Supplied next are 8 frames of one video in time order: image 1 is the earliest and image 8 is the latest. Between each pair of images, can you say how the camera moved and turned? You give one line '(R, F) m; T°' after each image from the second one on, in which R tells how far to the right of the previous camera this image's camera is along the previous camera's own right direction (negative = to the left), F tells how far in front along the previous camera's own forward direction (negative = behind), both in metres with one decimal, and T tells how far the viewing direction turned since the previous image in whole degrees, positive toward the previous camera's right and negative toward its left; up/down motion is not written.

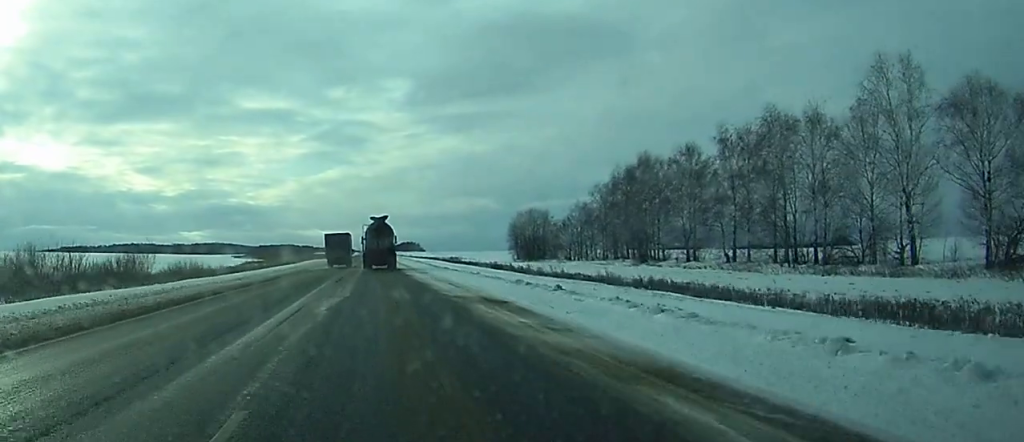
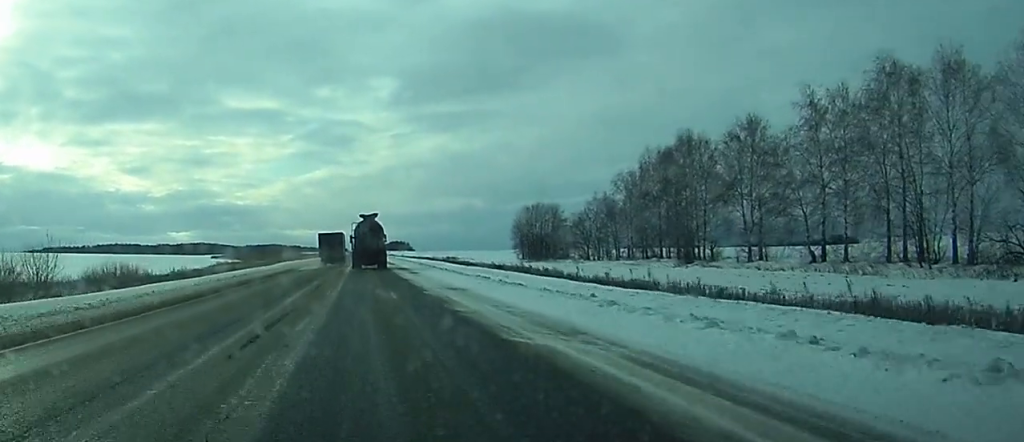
(0.0, +25.4) m; 0°
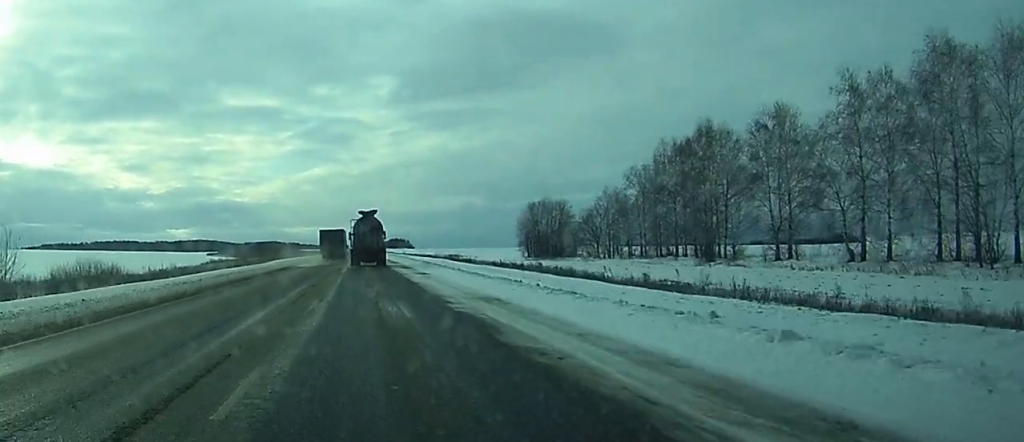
(0.0, +7.6) m; 0°
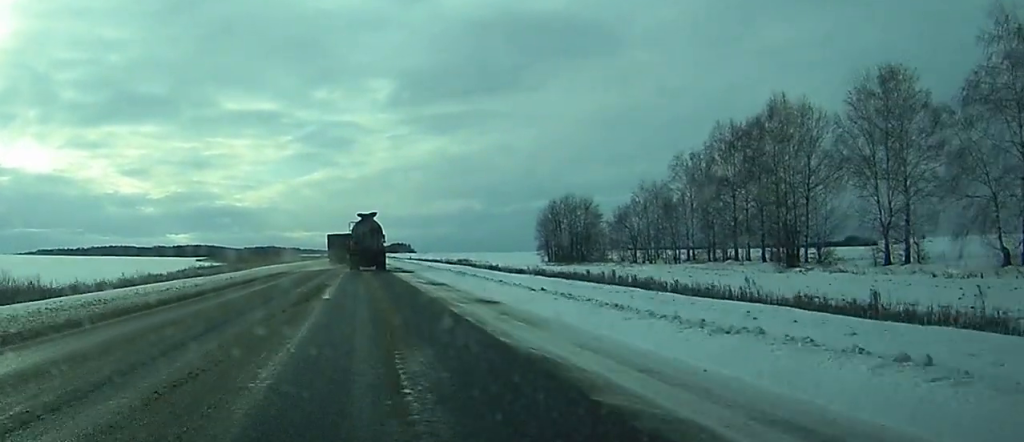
(-0.2, +22.3) m; -1°
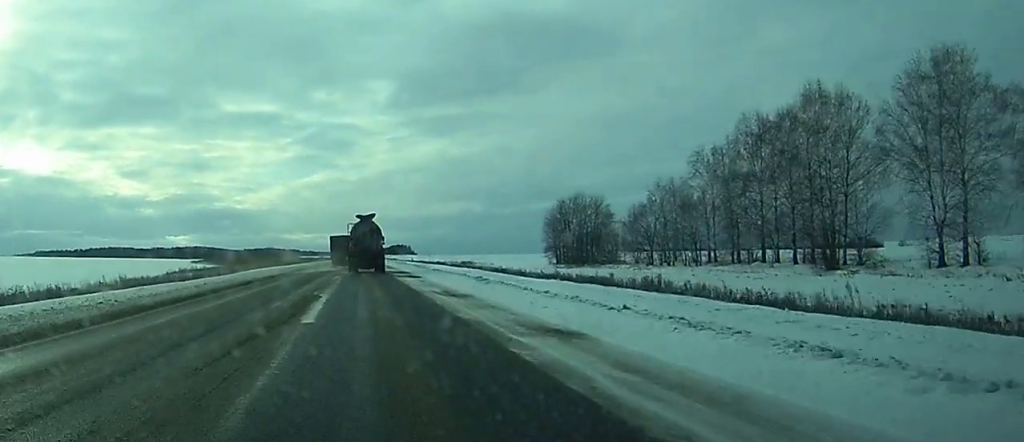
(0.0, +8.3) m; 0°
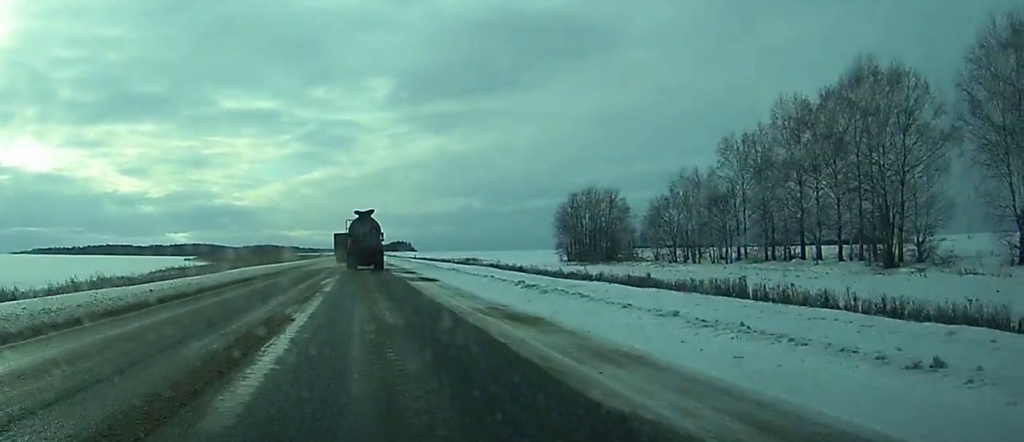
(0.0, +10.2) m; 0°
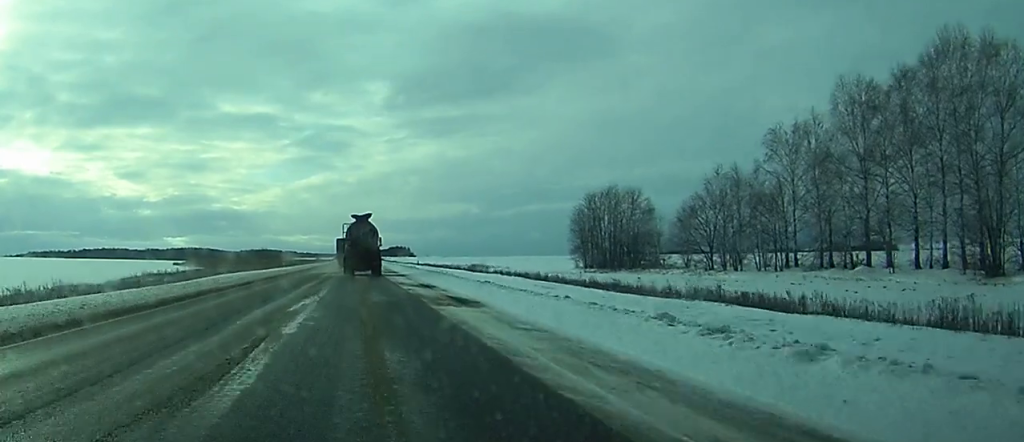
(0.0, +14.0) m; 0°
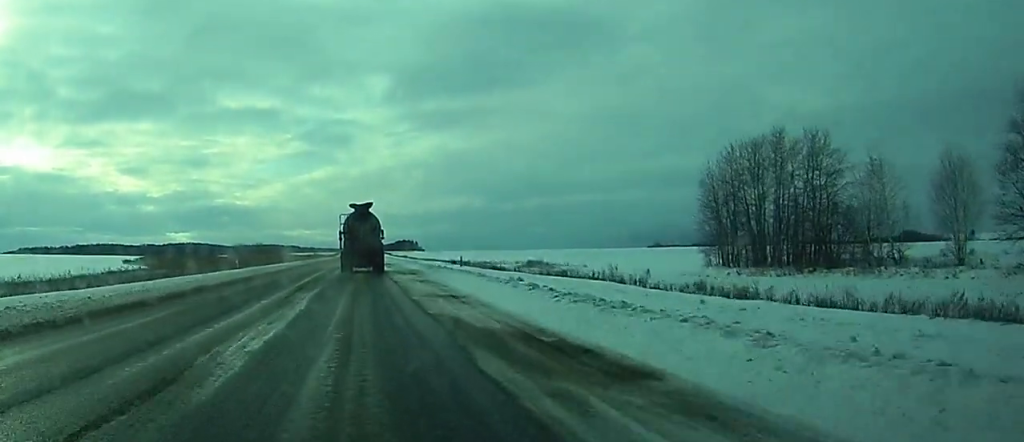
(+0.6, +58.3) m; +1°
